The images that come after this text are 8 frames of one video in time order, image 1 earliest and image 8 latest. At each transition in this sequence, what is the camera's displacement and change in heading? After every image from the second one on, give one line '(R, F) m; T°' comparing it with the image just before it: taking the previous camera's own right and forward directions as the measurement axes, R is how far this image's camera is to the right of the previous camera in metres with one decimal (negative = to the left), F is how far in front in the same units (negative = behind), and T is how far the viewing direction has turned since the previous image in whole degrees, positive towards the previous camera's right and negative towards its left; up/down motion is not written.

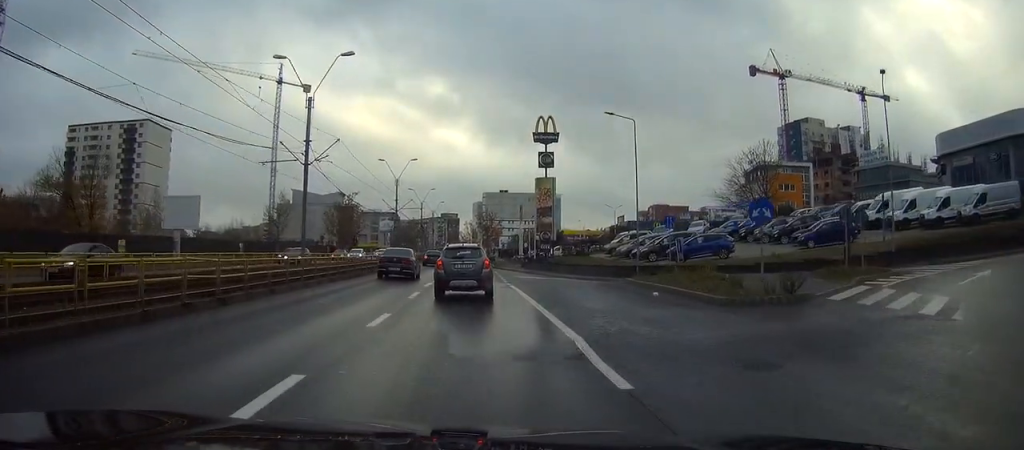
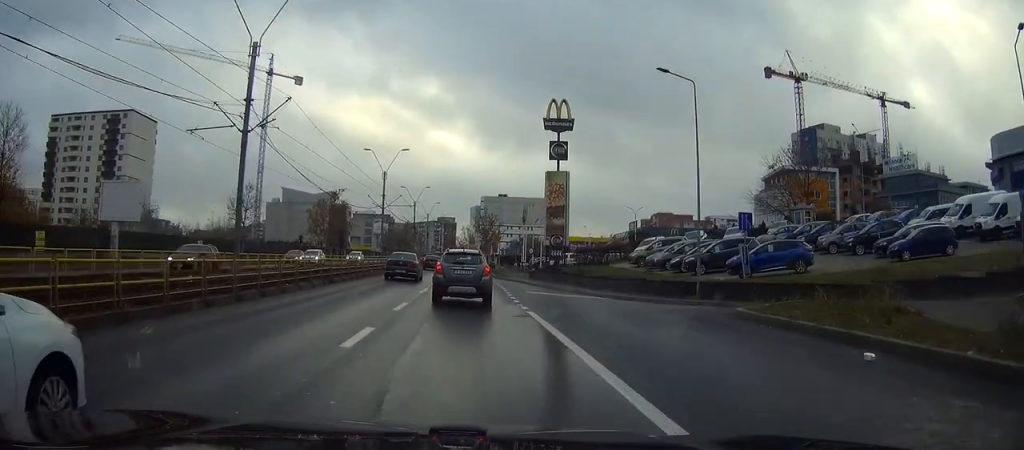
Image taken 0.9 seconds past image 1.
(-0.1, +10.8) m; 0°
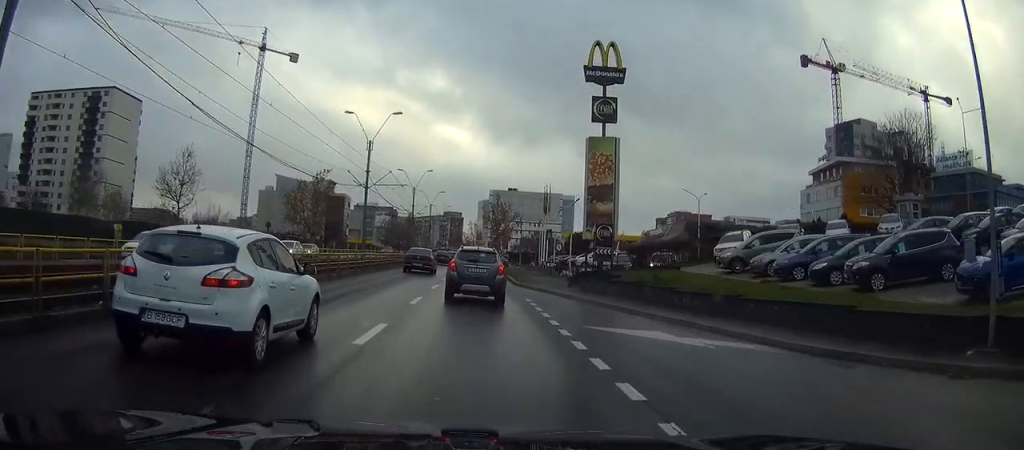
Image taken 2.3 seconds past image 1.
(0.0, +16.8) m; 0°
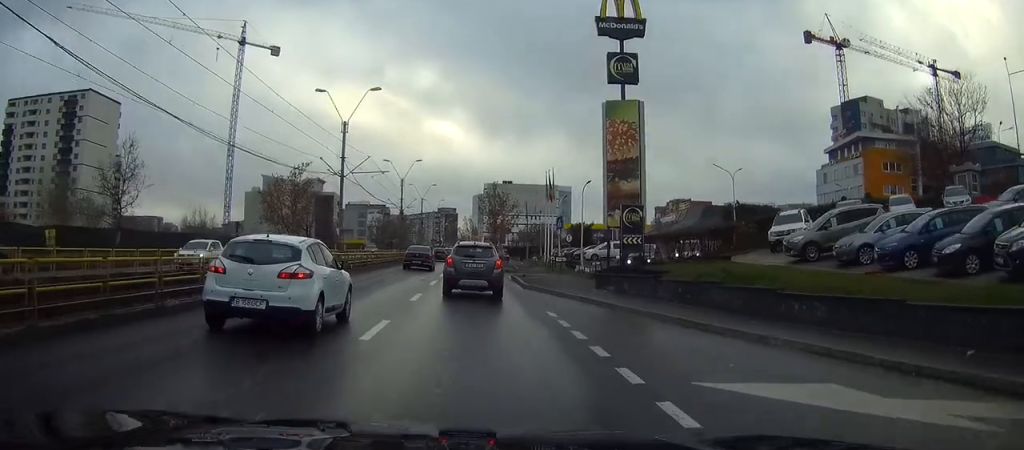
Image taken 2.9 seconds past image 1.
(+0.1, +8.1) m; 0°
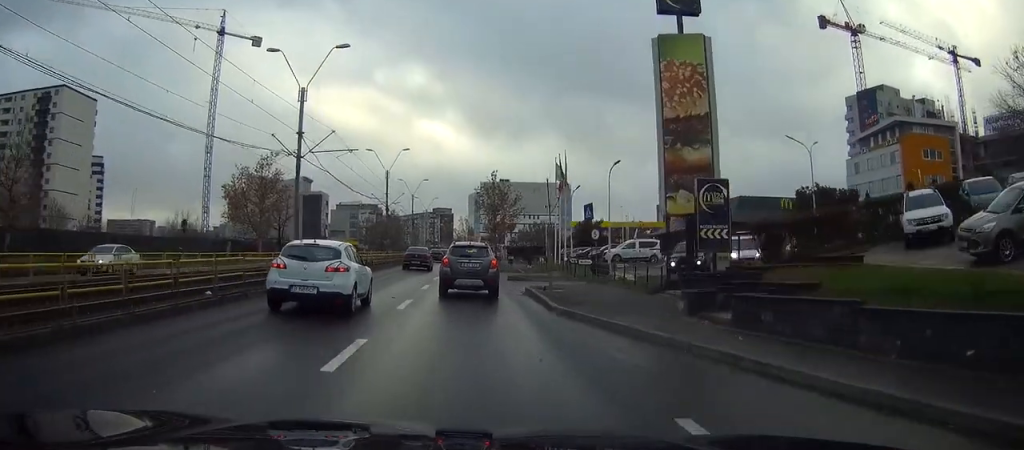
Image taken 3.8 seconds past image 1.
(0.0, +11.1) m; 0°
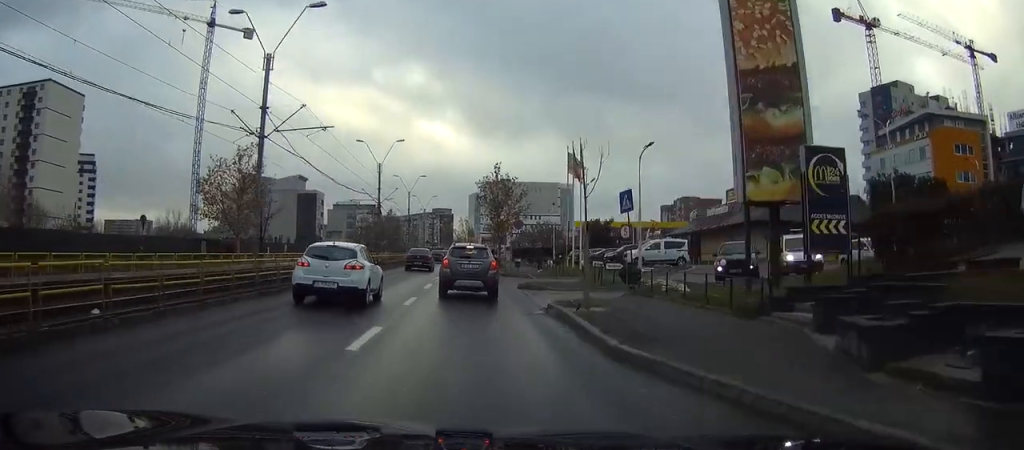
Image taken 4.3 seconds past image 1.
(0.0, +6.9) m; 0°
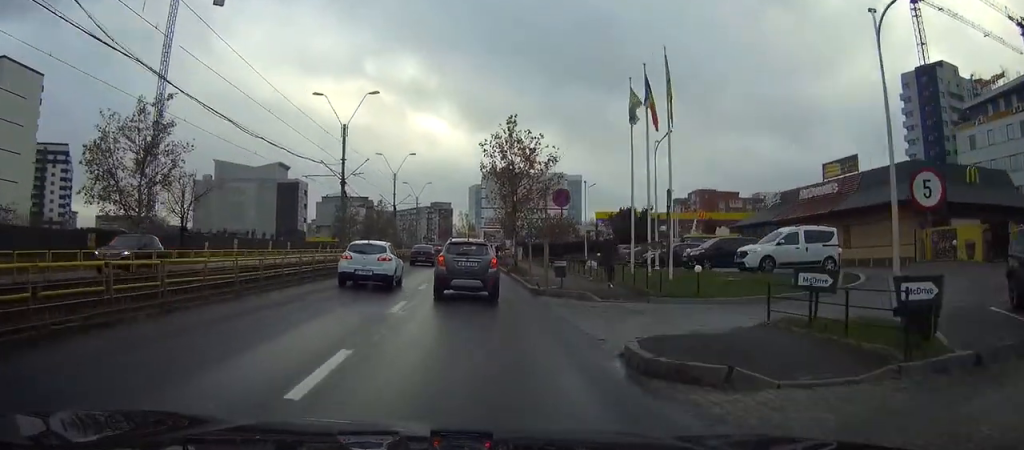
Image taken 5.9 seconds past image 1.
(0.0, +20.2) m; 0°
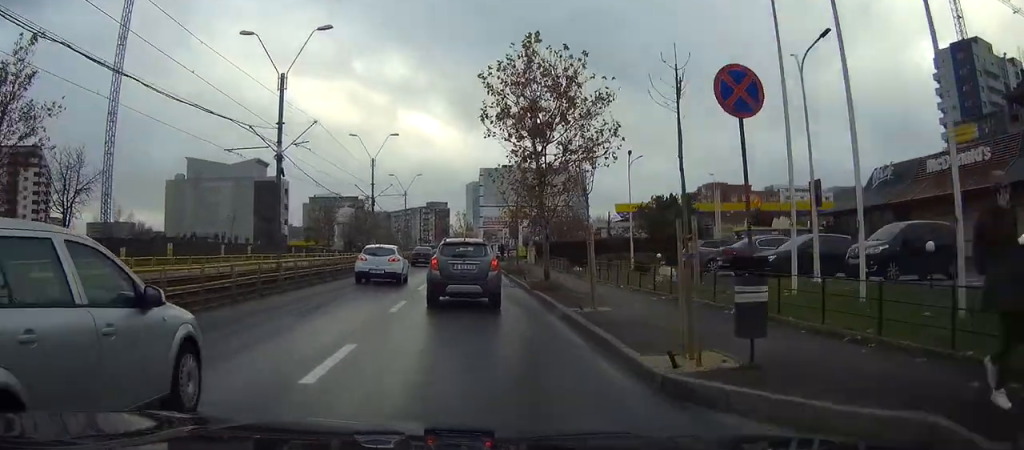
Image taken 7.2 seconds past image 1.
(+0.1, +16.4) m; 0°
